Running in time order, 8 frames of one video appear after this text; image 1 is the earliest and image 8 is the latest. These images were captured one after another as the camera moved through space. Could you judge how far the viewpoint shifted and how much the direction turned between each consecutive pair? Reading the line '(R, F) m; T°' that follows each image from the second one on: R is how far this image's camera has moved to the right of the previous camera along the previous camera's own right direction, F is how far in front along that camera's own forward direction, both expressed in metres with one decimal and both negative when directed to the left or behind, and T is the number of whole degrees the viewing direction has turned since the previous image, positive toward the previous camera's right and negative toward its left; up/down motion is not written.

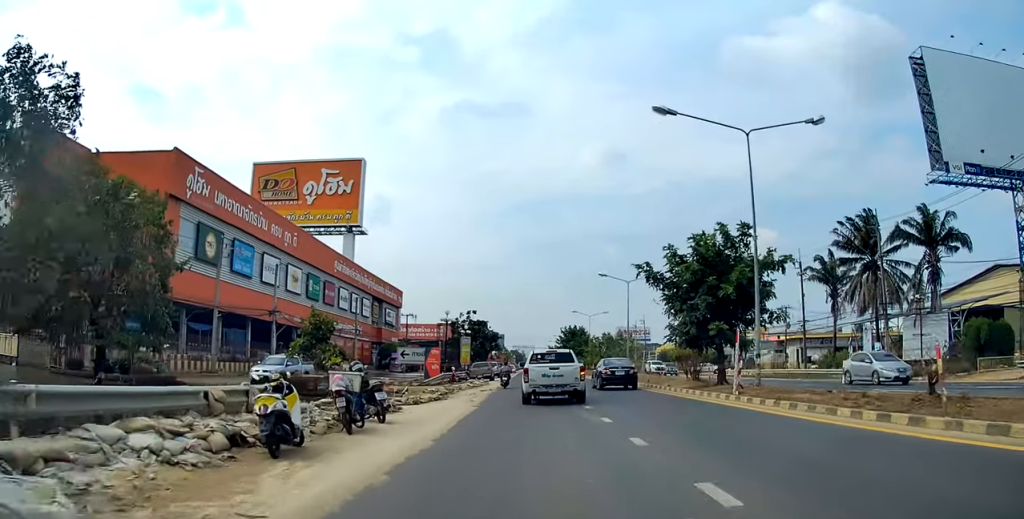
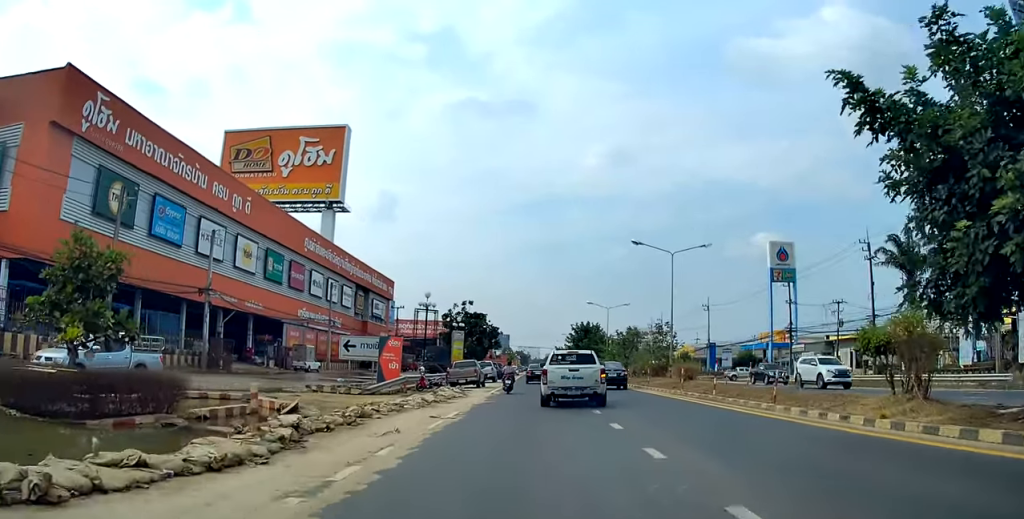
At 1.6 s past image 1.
(0.0, +17.9) m; +1°
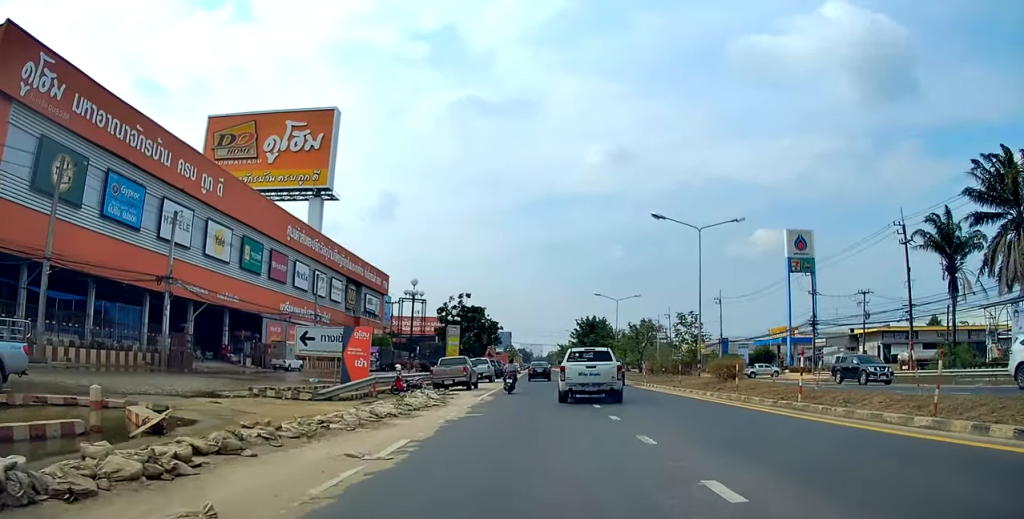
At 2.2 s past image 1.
(-0.1, +7.3) m; +1°
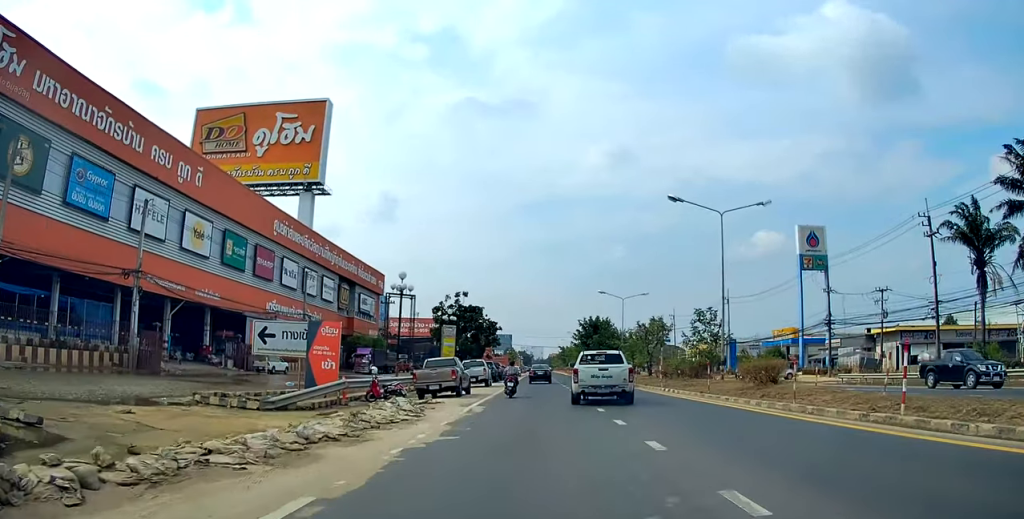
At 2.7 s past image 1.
(+0.2, +4.9) m; -1°
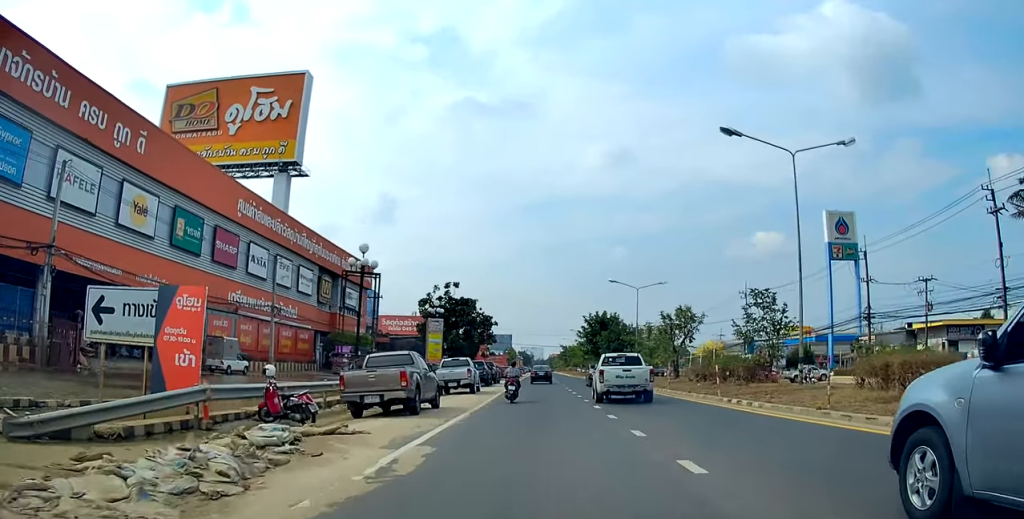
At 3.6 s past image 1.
(0.0, +10.4) m; -1°
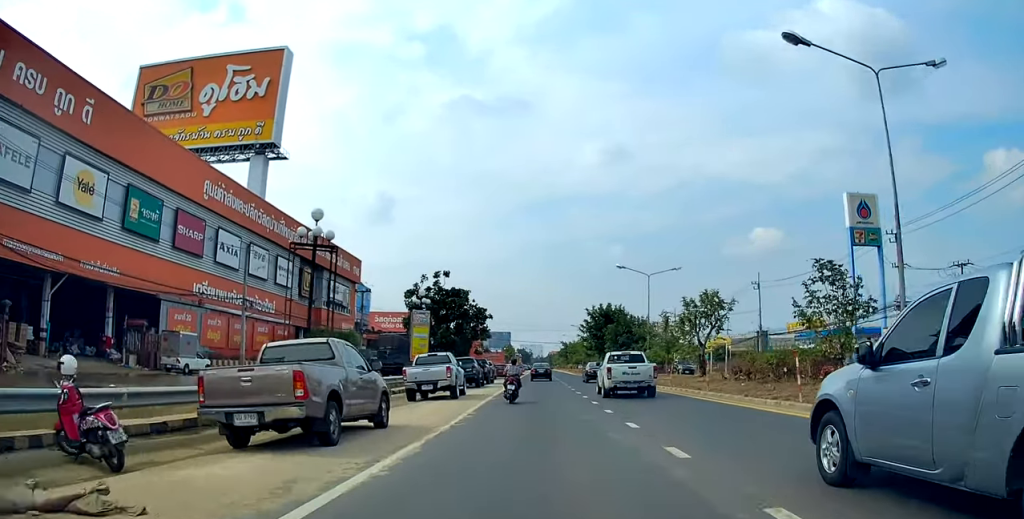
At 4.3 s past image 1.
(-0.3, +7.2) m; -1°
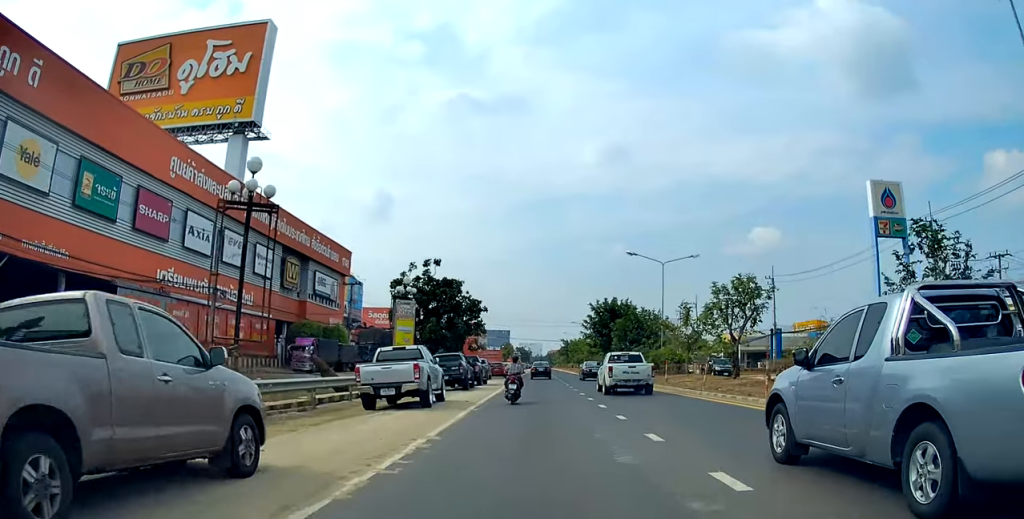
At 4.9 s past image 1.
(+0.3, +6.3) m; +1°
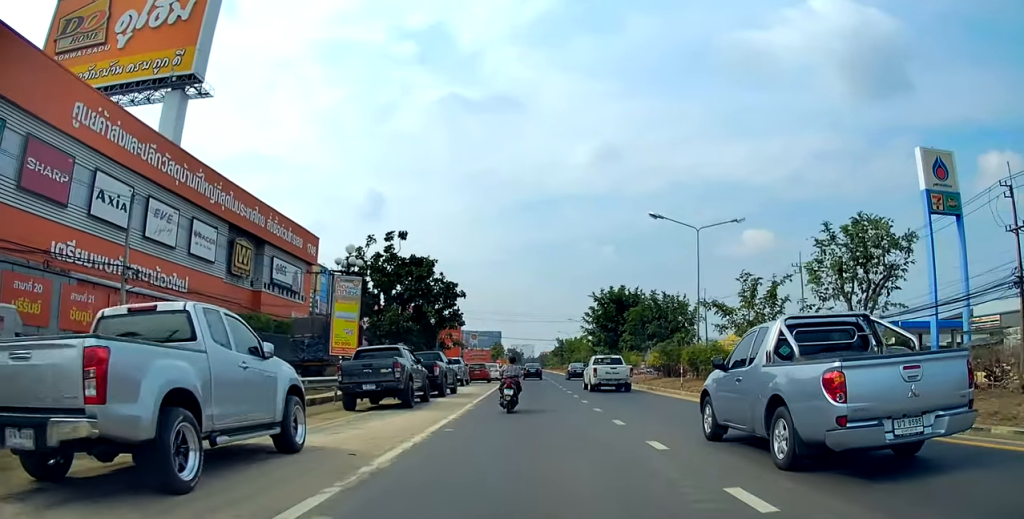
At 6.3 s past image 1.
(-0.1, +12.8) m; 0°
